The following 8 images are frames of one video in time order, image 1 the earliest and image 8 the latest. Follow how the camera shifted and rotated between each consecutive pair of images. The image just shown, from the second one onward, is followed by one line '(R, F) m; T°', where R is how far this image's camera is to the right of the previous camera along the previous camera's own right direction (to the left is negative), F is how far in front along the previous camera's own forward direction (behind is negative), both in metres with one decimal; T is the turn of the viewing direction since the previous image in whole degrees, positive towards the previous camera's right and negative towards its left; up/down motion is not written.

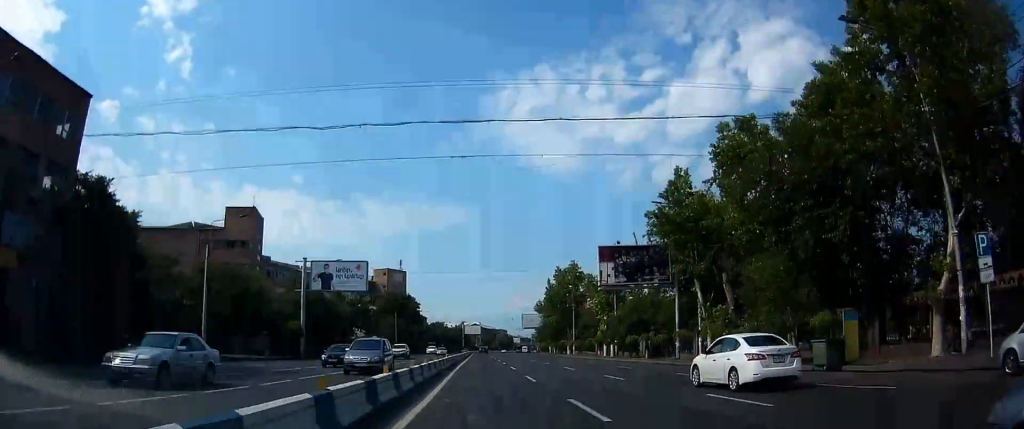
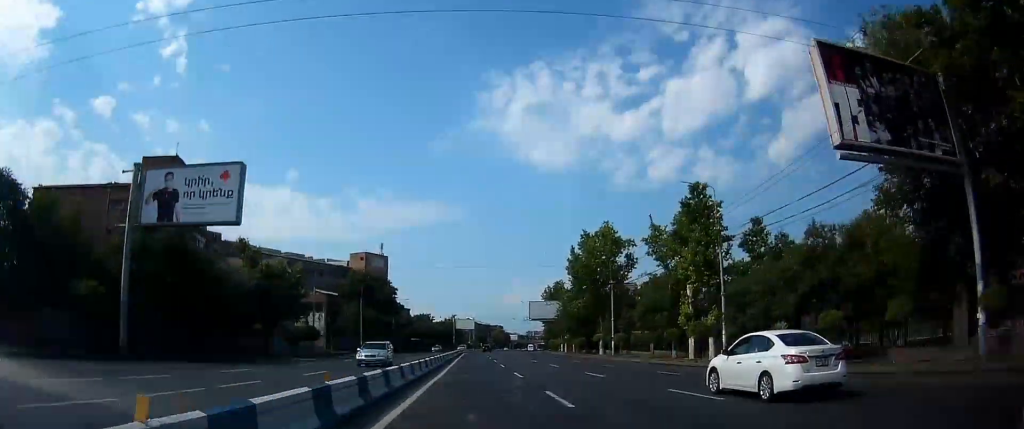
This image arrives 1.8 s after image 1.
(+0.5, +34.7) m; +1°
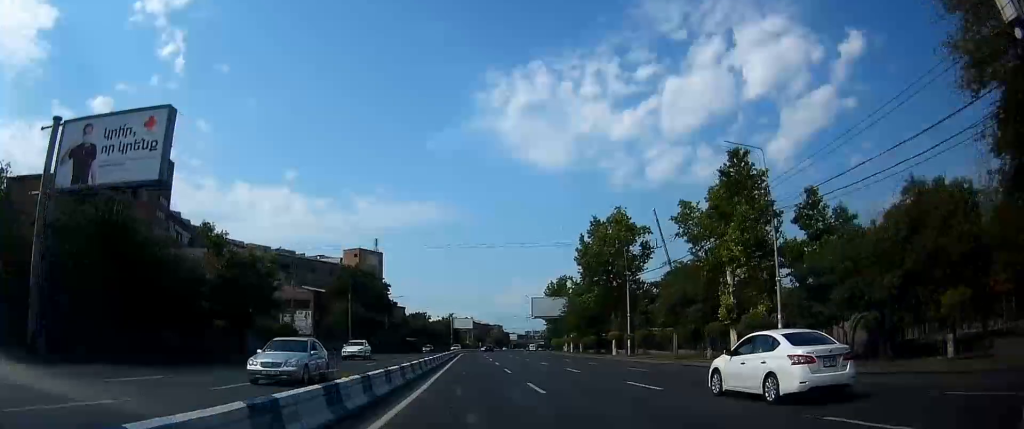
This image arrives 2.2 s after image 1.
(-0.1, +8.3) m; -1°
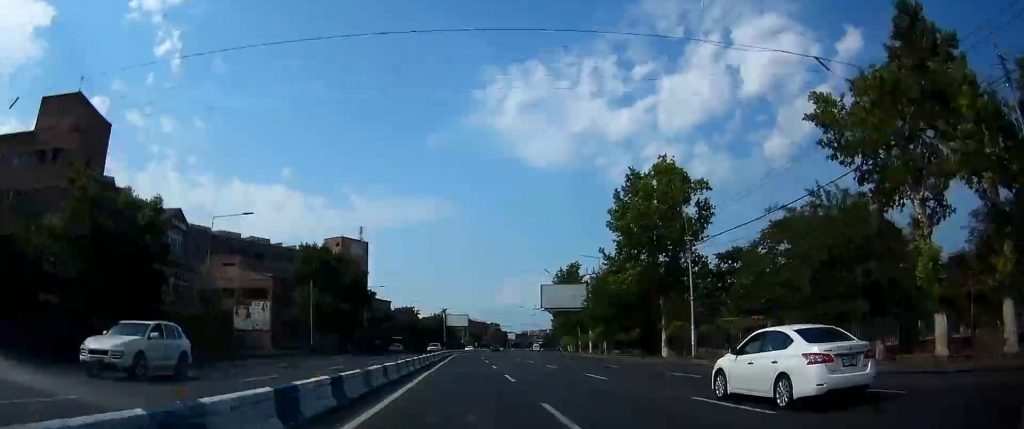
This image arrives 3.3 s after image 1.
(-0.2, +20.3) m; -1°
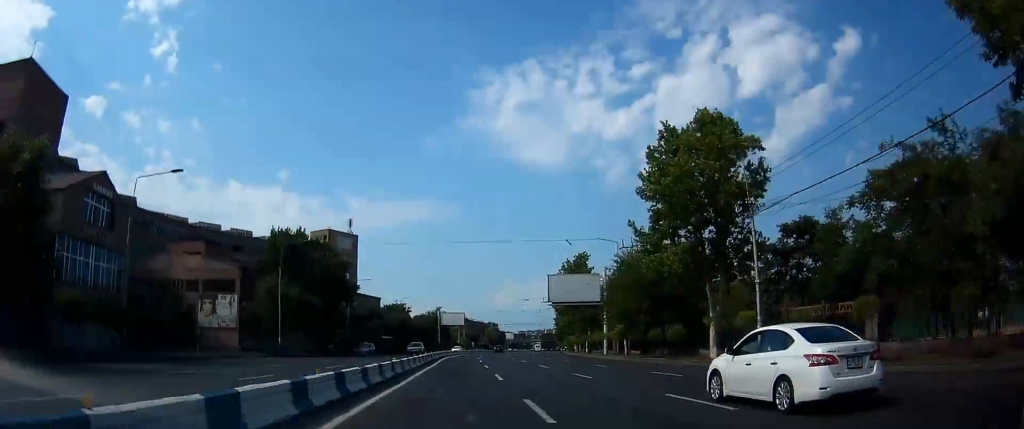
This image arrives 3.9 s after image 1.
(0.0, +11.4) m; 0°
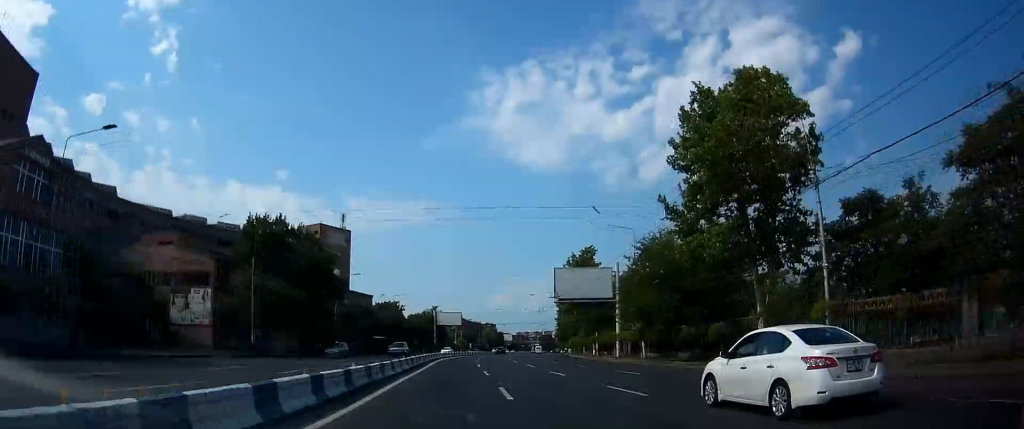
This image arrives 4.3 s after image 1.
(-0.1, +7.6) m; +1°
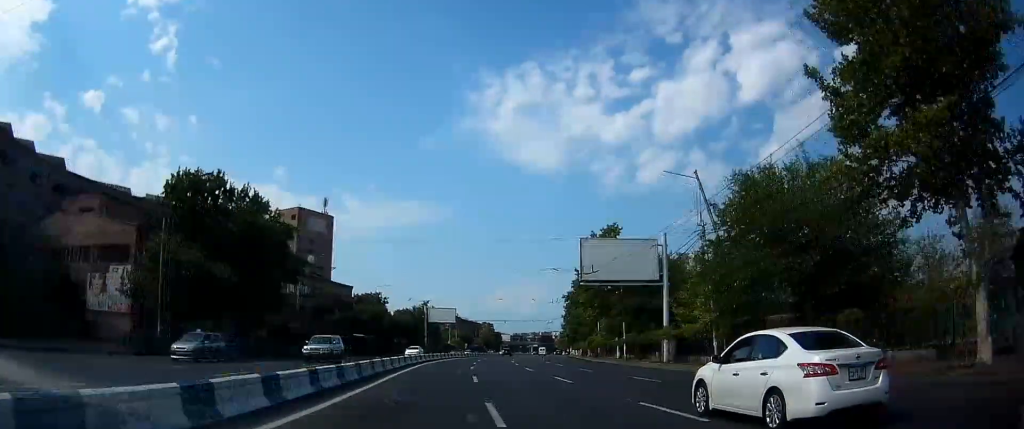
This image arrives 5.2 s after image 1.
(+0.4, +17.7) m; +2°
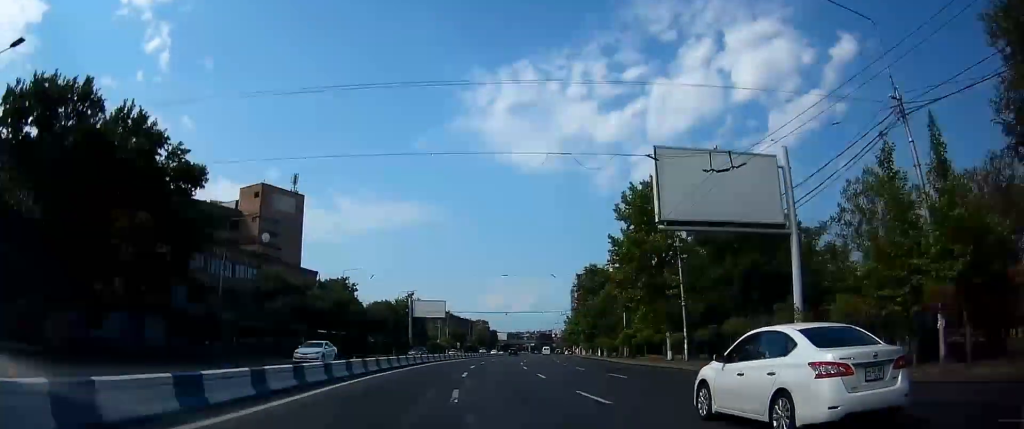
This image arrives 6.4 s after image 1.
(+0.2, +21.3) m; +1°
